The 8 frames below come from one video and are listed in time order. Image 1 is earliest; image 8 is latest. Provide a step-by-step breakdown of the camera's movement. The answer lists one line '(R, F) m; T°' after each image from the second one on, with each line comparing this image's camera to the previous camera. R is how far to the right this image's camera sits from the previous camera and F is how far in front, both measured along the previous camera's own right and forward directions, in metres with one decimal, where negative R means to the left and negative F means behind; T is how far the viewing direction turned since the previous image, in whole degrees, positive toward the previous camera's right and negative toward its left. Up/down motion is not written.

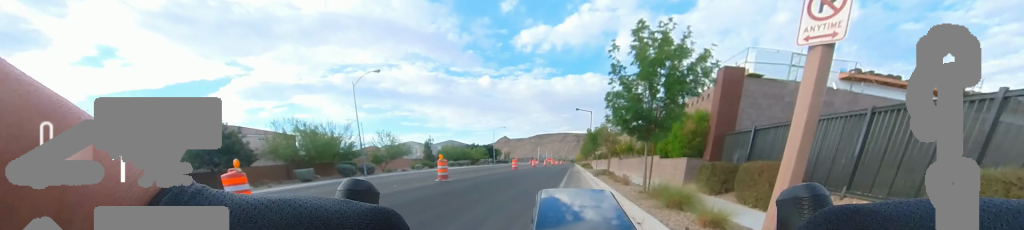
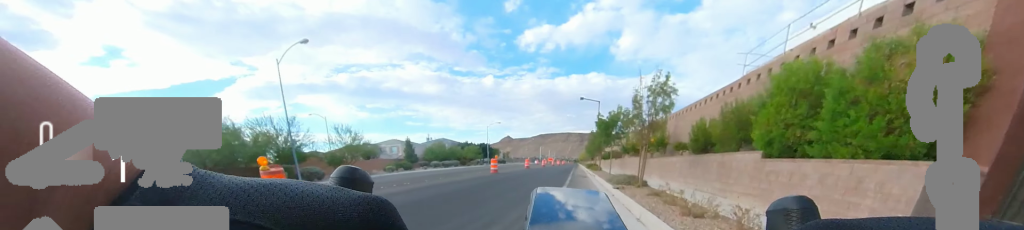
(0.0, +8.2) m; 0°
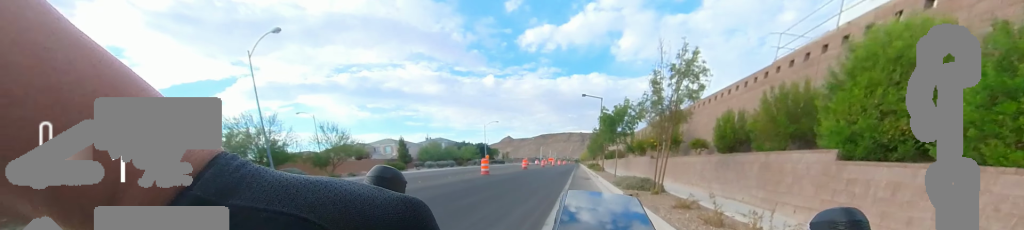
(0.0, +2.1) m; 0°
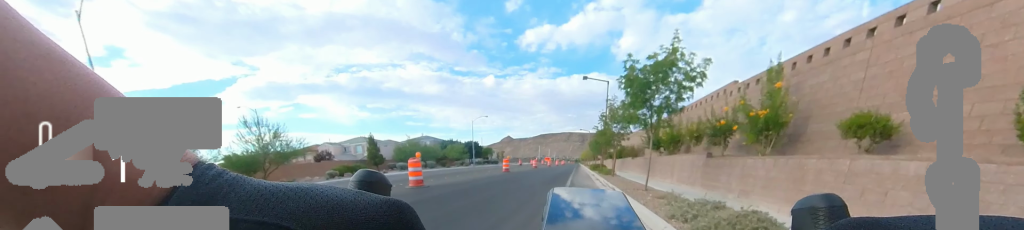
(0.0, +8.1) m; 0°
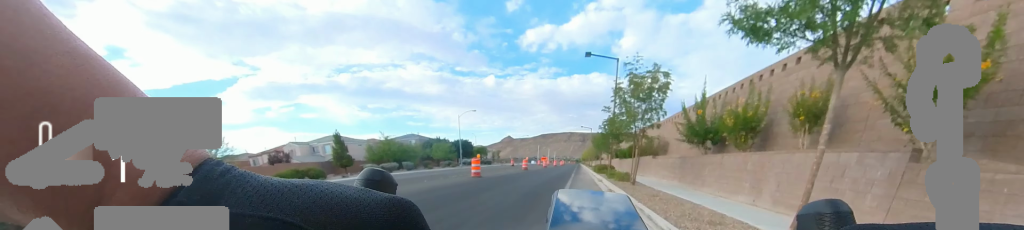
(0.0, +6.9) m; 0°
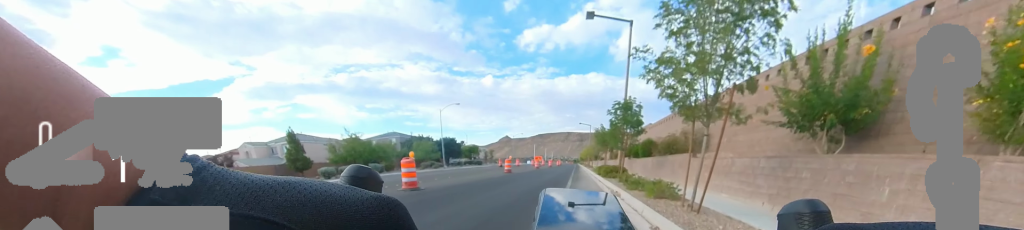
(0.0, +6.6) m; 0°
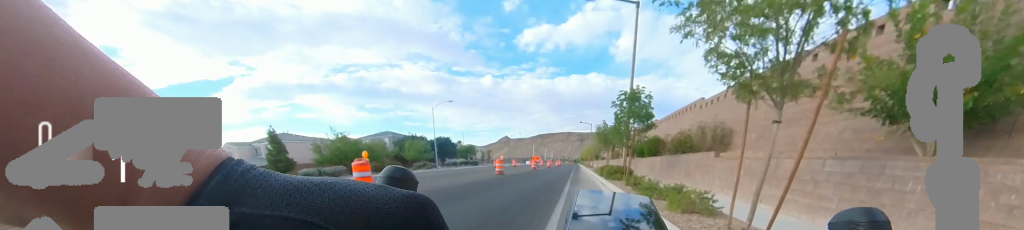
(0.0, +2.2) m; 0°
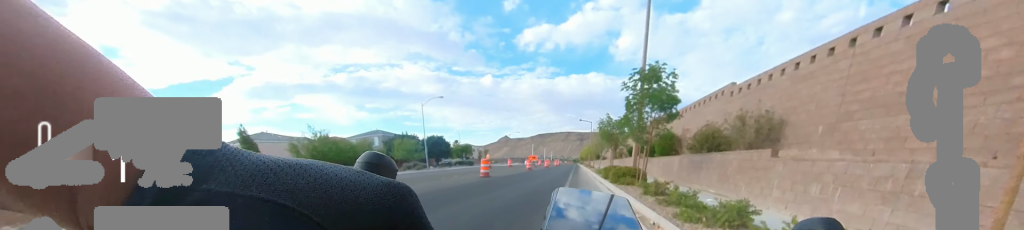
(0.0, +3.1) m; 0°
